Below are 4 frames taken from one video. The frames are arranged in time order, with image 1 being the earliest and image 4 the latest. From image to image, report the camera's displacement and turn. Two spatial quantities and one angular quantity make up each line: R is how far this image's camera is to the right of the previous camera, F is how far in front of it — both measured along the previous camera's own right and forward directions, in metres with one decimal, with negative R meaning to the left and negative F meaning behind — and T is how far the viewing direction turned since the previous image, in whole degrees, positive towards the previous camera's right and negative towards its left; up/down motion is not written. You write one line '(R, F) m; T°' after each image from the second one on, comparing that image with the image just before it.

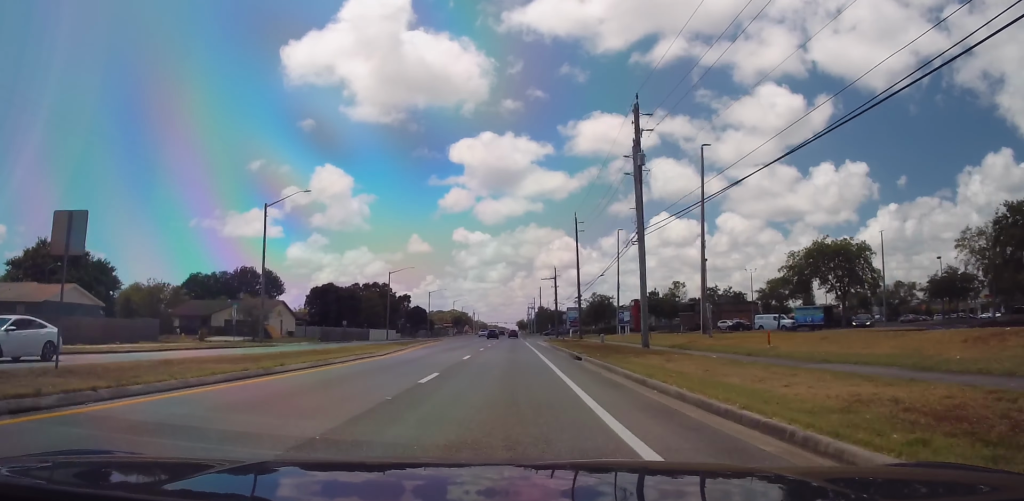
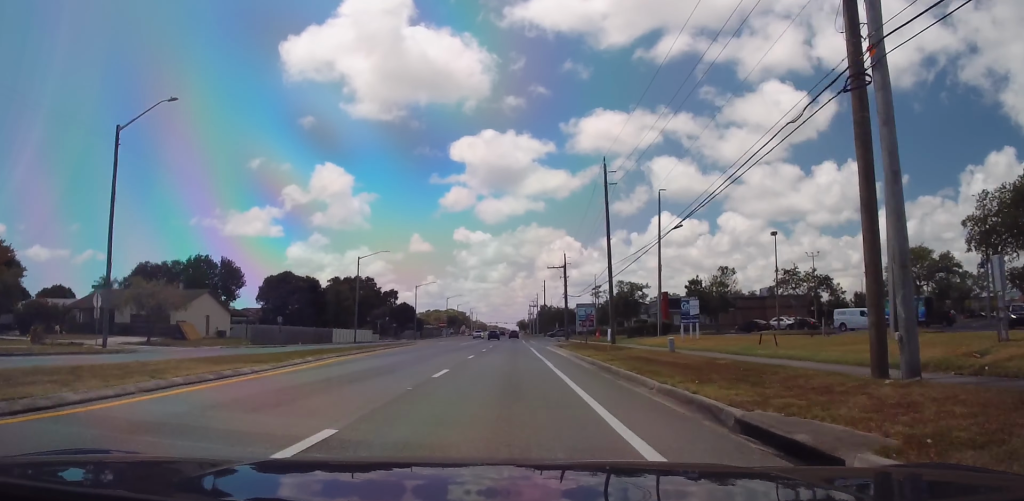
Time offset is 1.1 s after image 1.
(0.0, +22.0) m; 0°
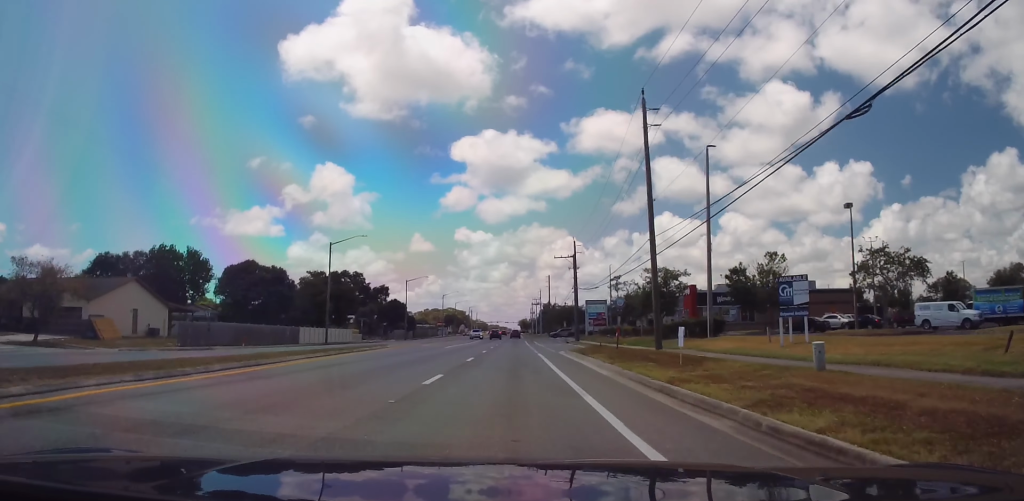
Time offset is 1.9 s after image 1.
(0.0, +14.1) m; -1°
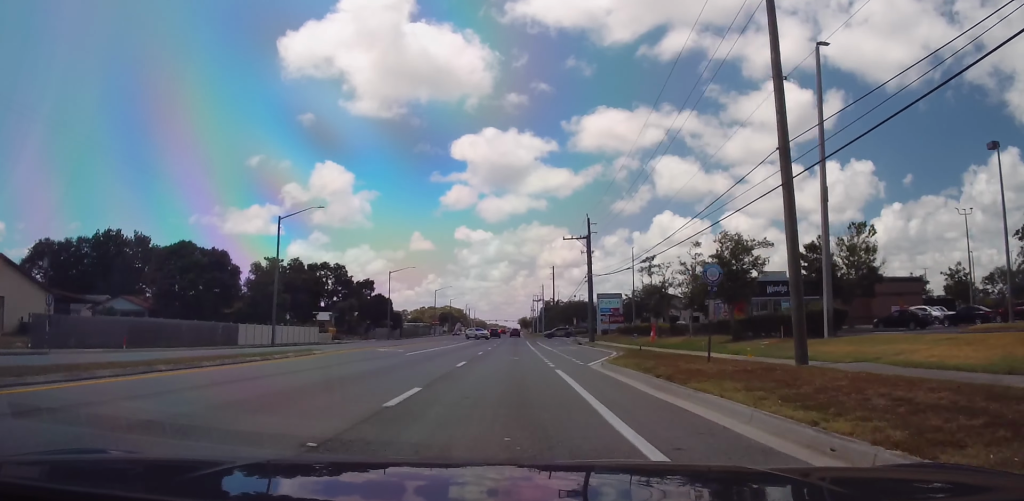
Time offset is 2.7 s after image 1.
(-0.3, +16.6) m; 0°
